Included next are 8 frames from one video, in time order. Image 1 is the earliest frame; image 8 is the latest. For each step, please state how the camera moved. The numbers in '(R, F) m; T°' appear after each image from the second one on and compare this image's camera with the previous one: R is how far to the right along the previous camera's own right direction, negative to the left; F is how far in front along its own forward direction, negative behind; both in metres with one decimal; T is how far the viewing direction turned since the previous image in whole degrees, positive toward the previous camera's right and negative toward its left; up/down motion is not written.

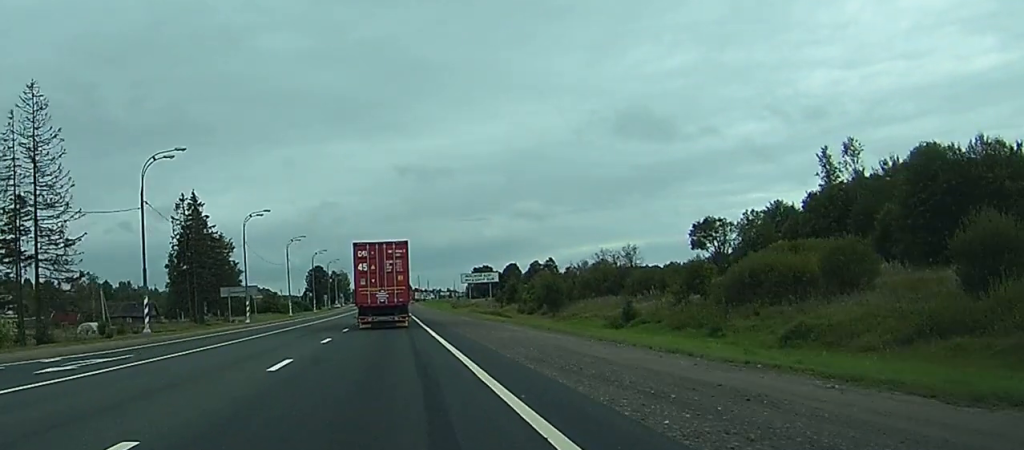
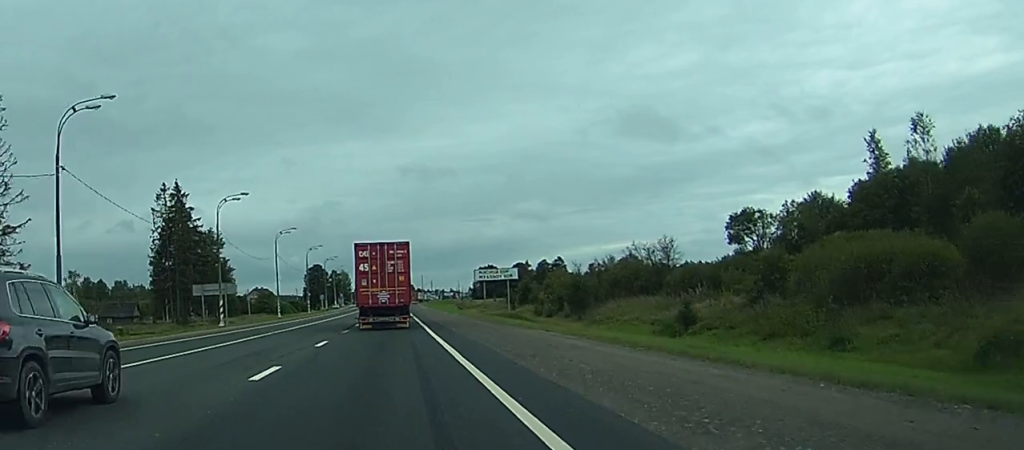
(0.0, +13.9) m; 0°
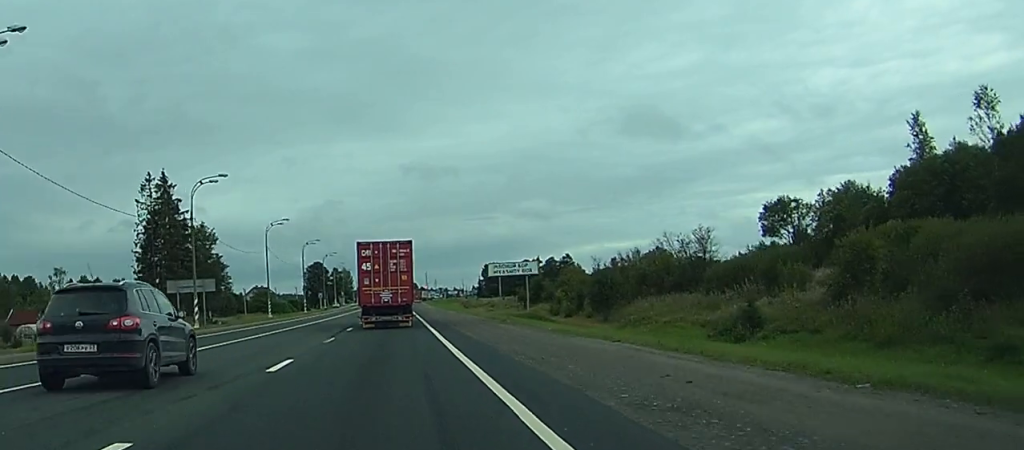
(0.0, +10.2) m; 0°
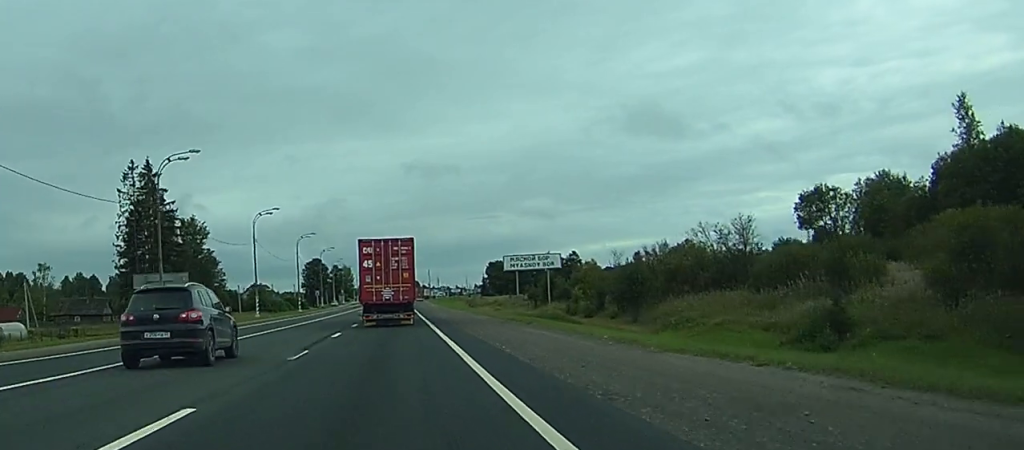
(0.0, +9.5) m; 0°
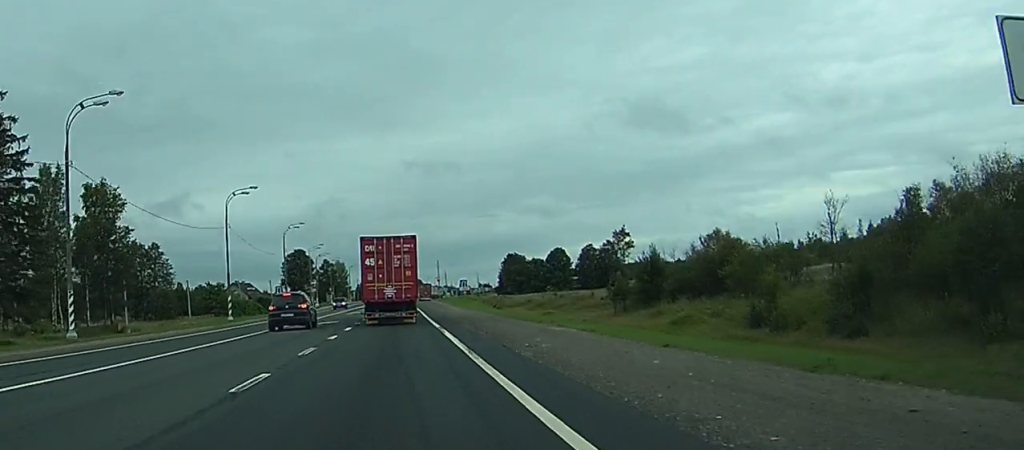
(-0.2, +51.8) m; 0°
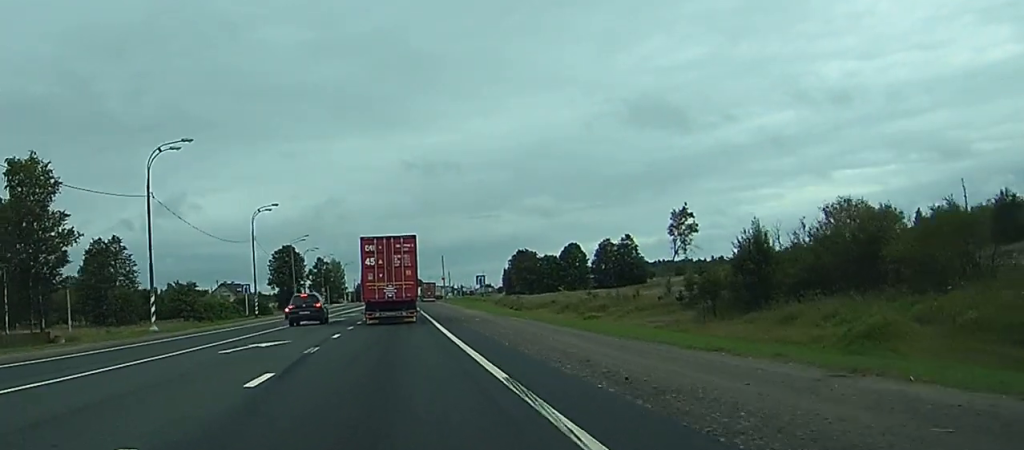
(+0.1, +23.3) m; 0°
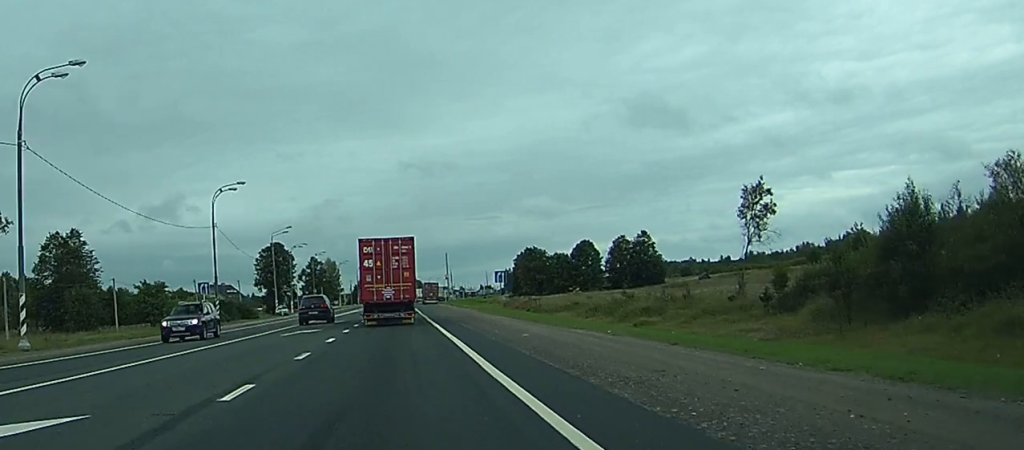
(0.0, +18.1) m; 0°
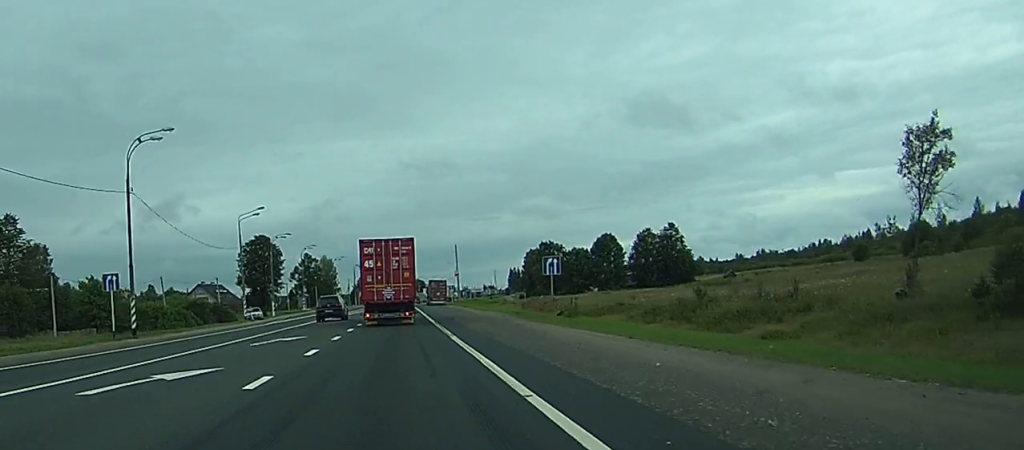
(-0.1, +22.7) m; -1°
